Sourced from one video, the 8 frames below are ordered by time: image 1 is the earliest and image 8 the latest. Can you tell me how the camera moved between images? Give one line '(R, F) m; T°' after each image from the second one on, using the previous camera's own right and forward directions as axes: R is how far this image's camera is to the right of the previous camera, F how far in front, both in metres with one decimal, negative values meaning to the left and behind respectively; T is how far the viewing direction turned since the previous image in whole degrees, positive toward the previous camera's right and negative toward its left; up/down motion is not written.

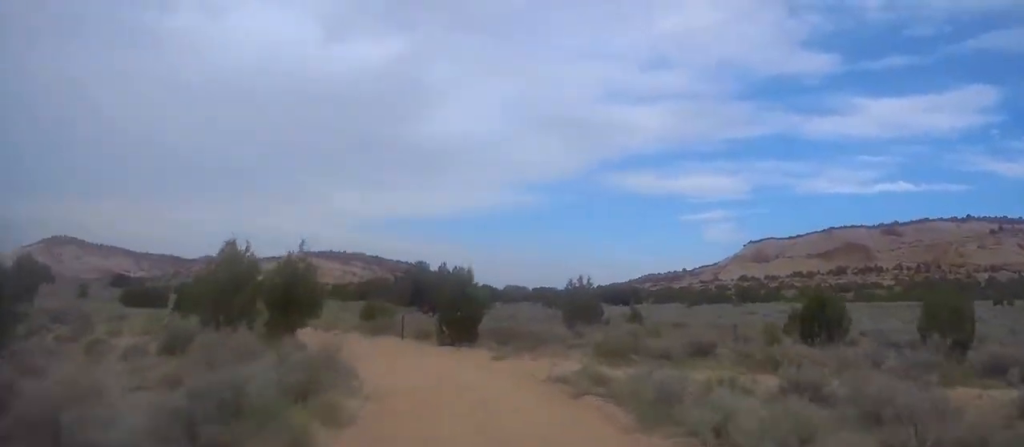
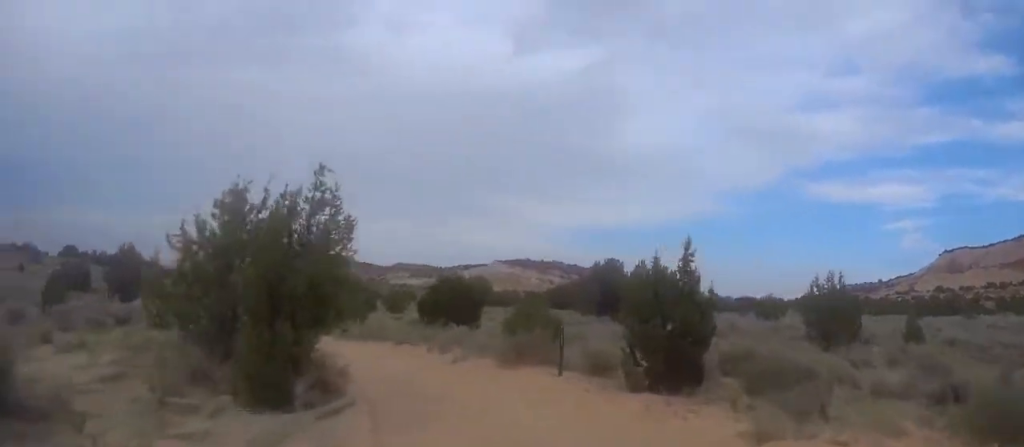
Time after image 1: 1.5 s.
(0.0, +11.5) m; 0°
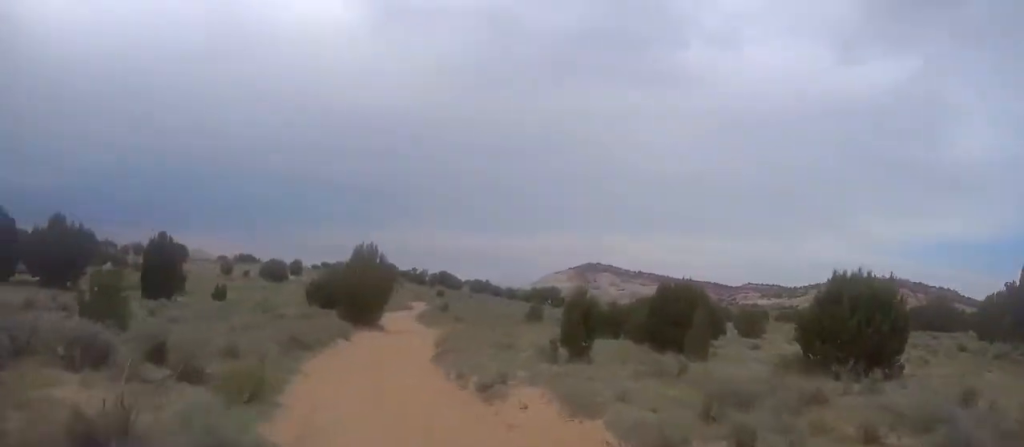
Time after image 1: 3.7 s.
(-0.1, +17.1) m; -18°
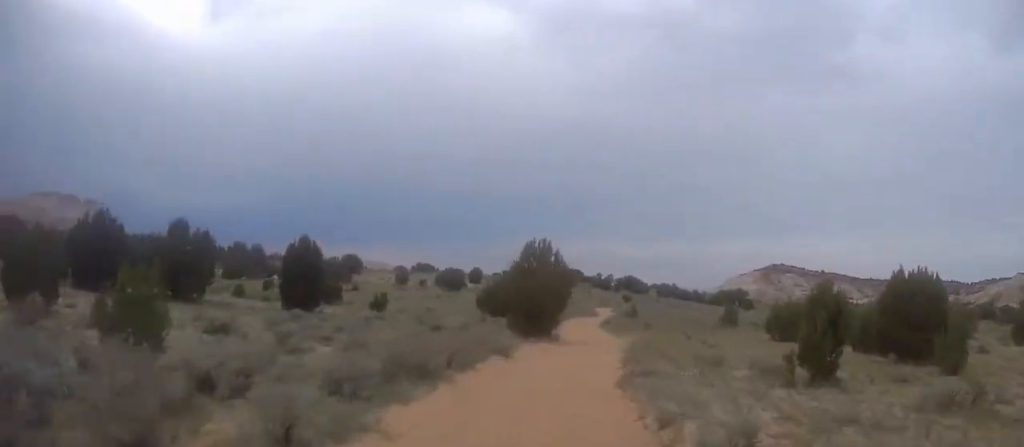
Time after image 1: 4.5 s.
(-1.7, +6.5) m; -8°
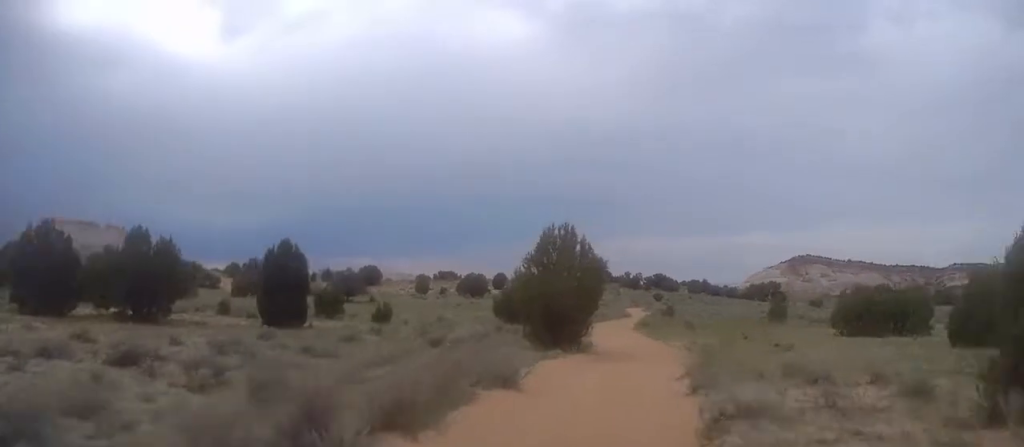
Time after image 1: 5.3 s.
(-1.1, +6.7) m; -9°
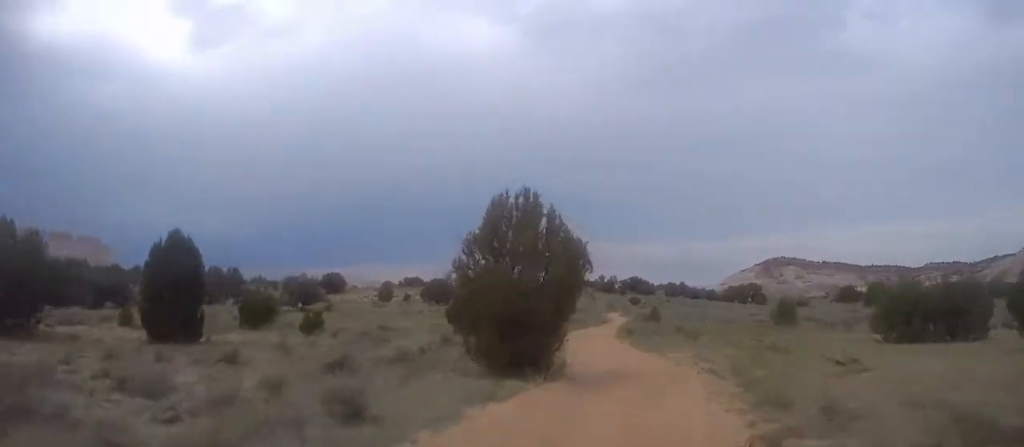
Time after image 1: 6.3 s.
(-0.7, +8.3) m; -7°
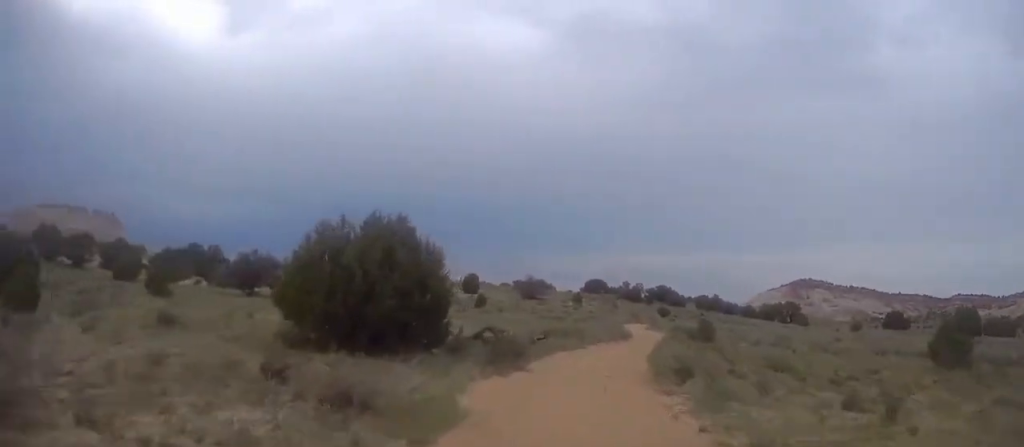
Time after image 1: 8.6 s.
(-1.9, +22.5) m; -6°
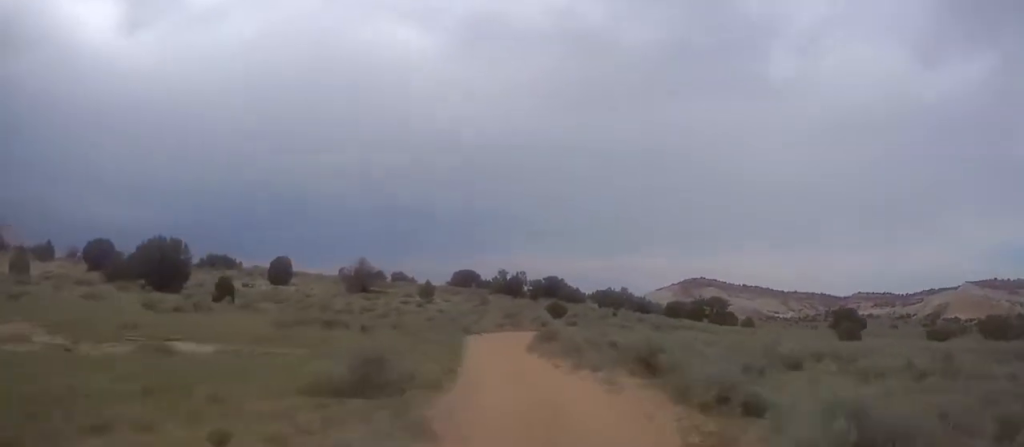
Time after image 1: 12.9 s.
(+1.8, +44.9) m; +5°
